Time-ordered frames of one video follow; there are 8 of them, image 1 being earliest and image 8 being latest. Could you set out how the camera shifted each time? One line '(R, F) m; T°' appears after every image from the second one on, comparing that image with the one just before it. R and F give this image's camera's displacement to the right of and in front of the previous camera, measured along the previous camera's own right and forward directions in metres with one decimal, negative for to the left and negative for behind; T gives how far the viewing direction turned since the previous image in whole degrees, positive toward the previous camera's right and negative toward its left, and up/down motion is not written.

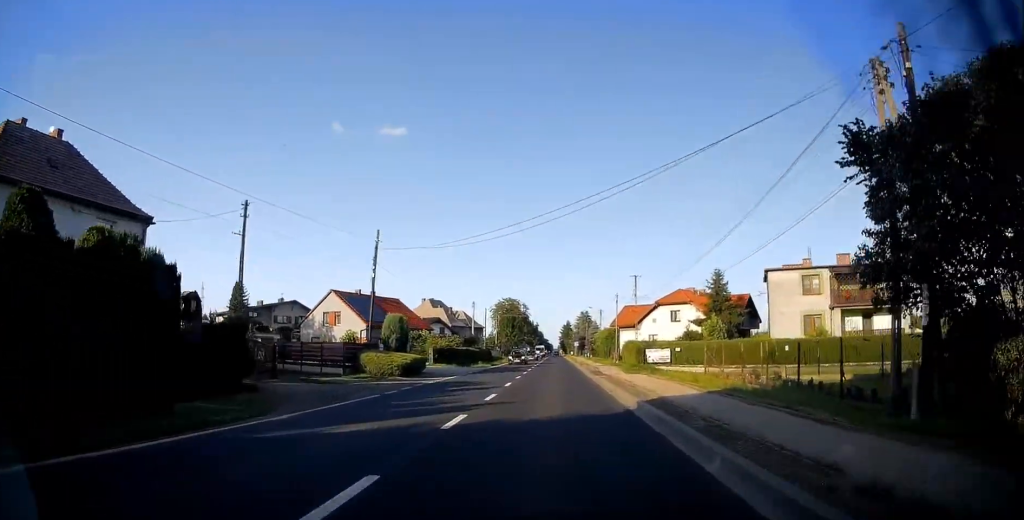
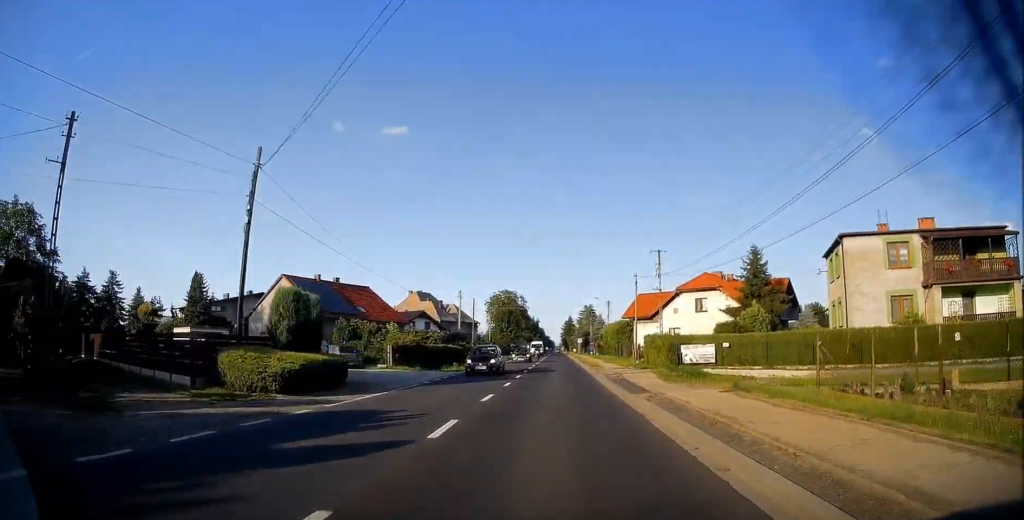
(+0.3, +13.1) m; 0°
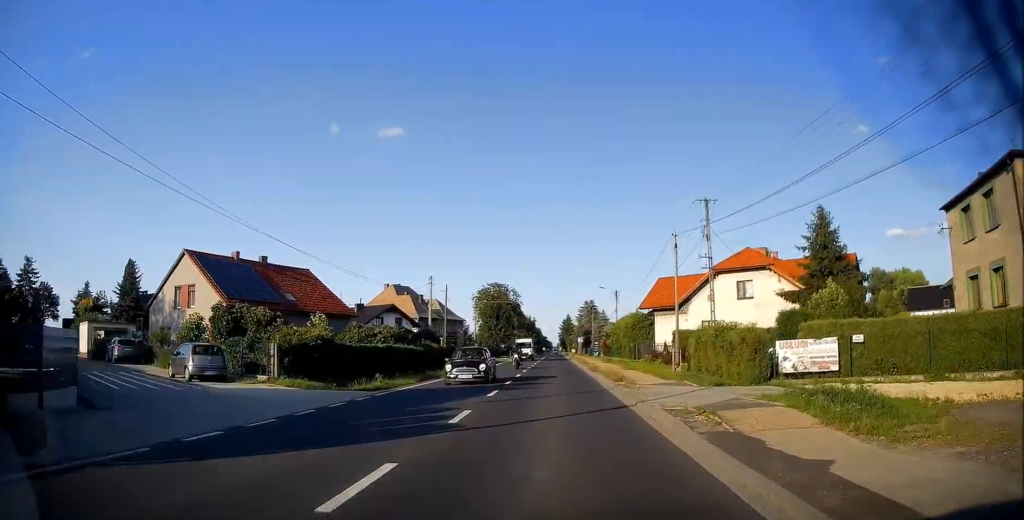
(-0.3, +15.8) m; -1°
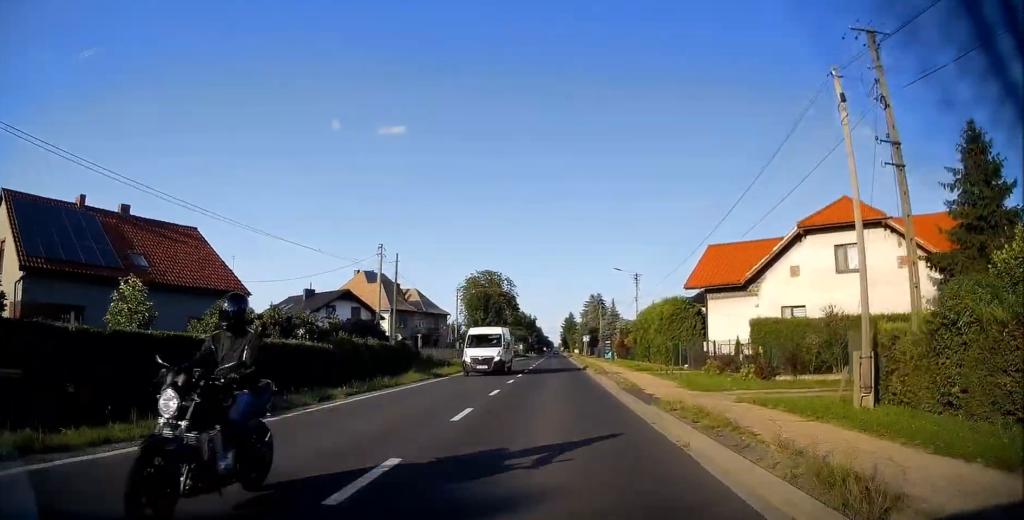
(0.0, +17.7) m; -1°
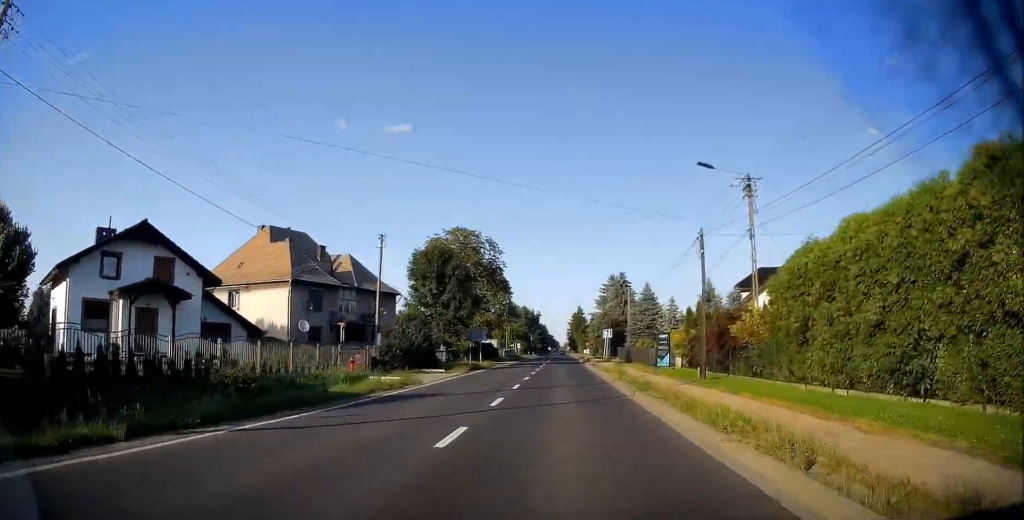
(0.0, +32.5) m; 0°
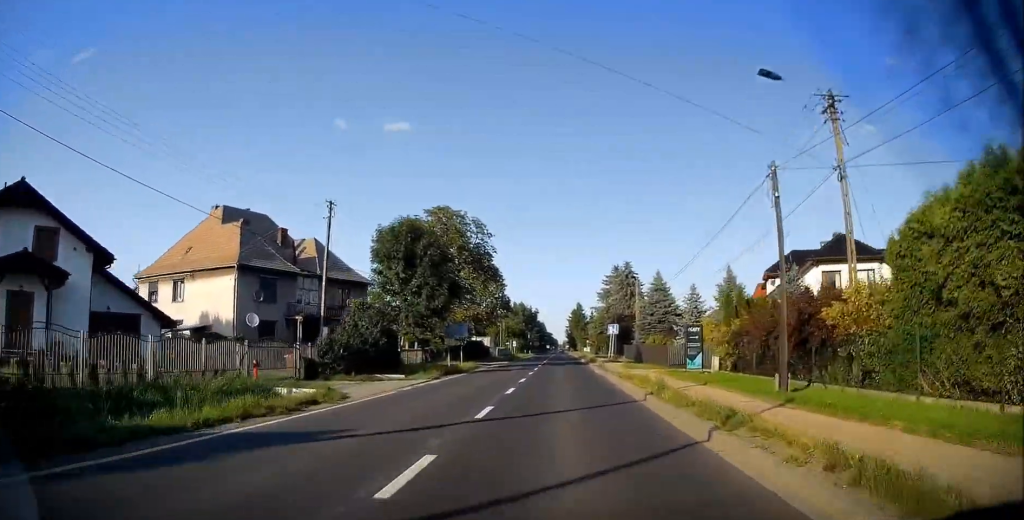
(-0.2, +8.7) m; 0°
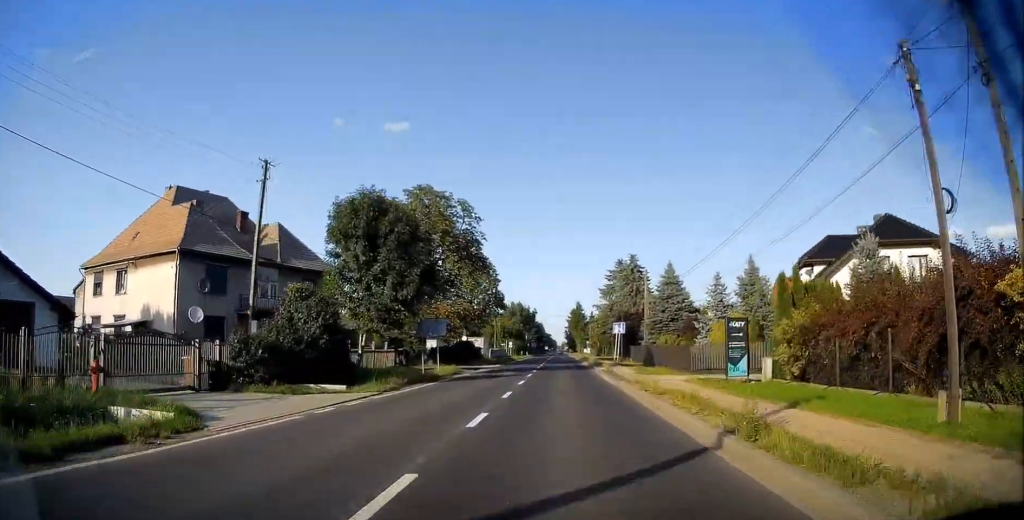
(-0.2, +7.1) m; 0°
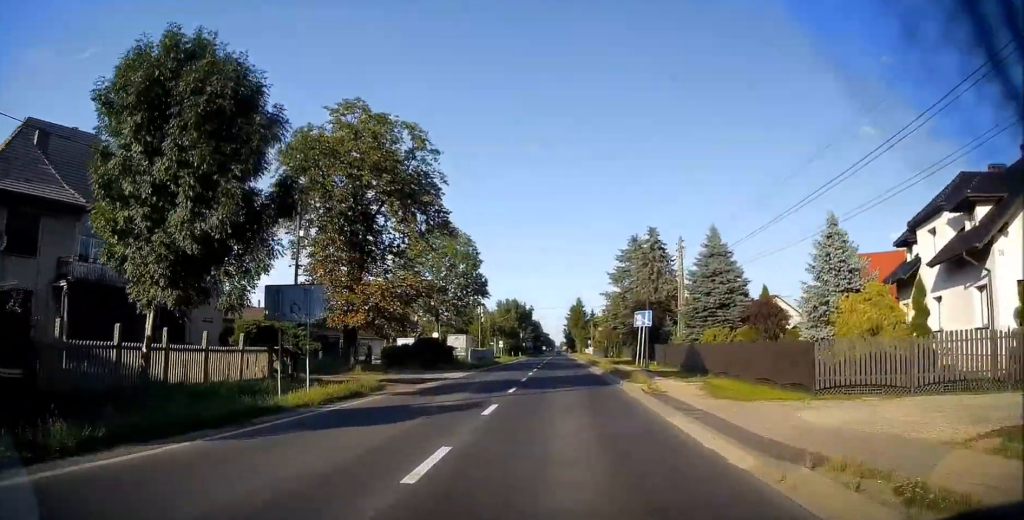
(+0.4, +16.3) m; +1°
